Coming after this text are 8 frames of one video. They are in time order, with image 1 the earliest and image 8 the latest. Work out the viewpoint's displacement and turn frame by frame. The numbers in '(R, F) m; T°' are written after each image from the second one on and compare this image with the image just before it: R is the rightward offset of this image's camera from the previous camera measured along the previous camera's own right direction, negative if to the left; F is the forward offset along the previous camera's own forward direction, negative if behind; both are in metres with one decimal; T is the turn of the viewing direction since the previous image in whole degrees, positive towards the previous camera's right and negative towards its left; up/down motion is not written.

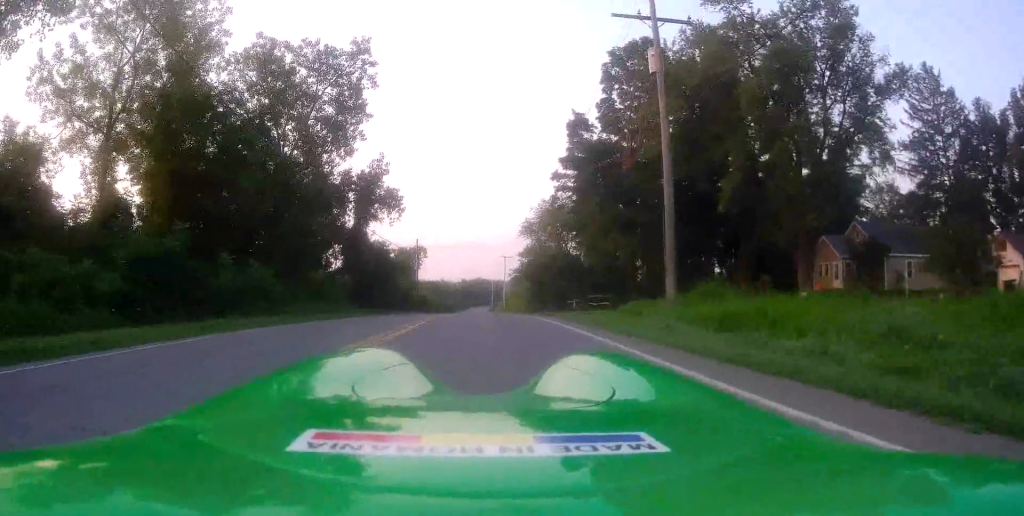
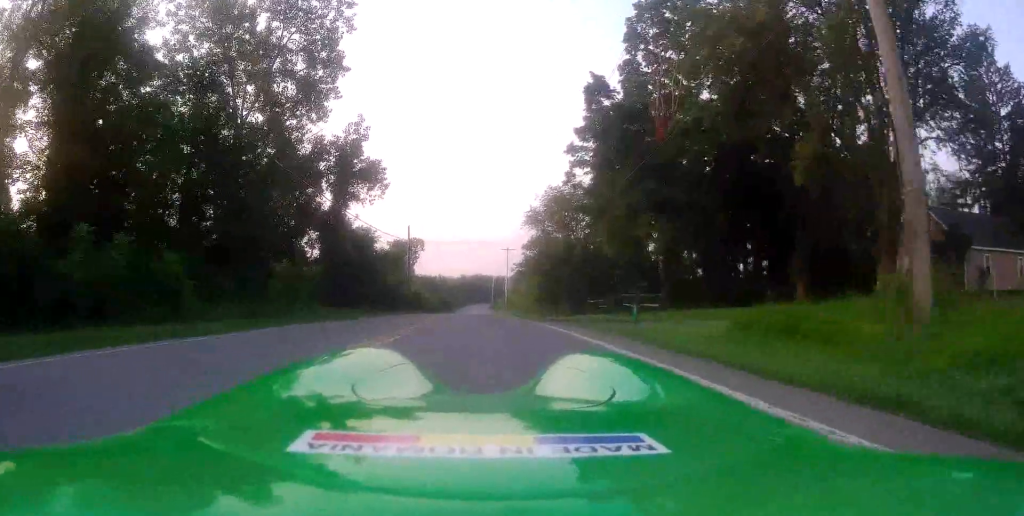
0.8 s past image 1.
(+0.3, +9.7) m; 0°
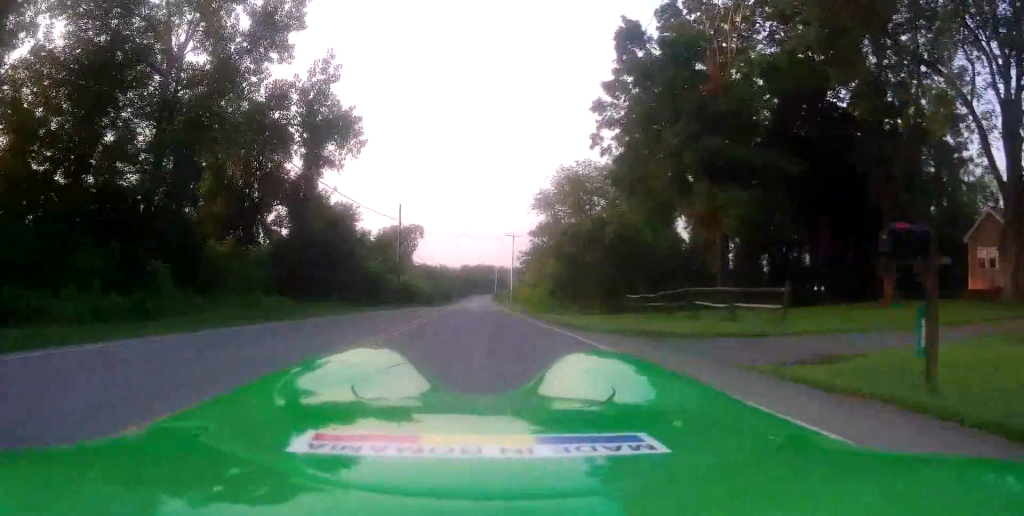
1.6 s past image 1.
(-0.2, +9.7) m; -1°
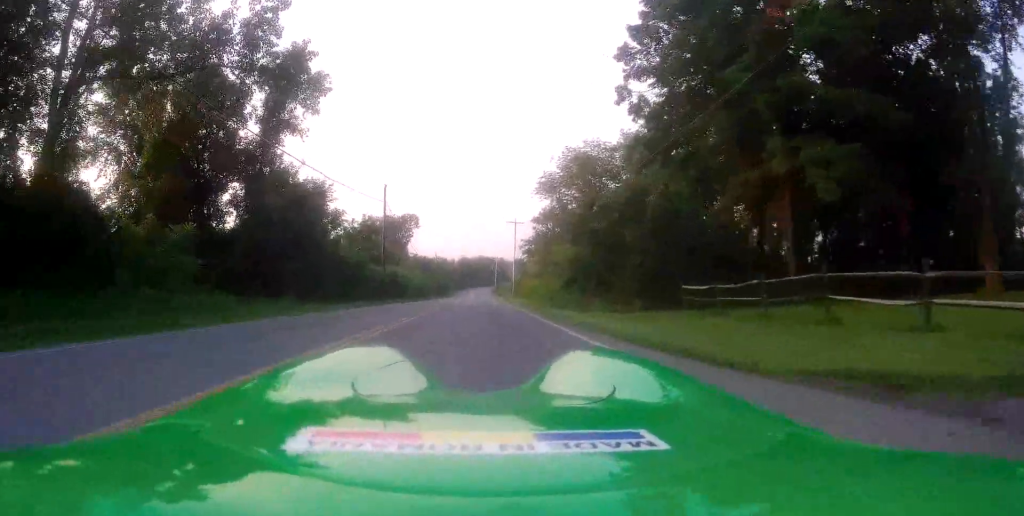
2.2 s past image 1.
(-0.1, +8.3) m; -1°
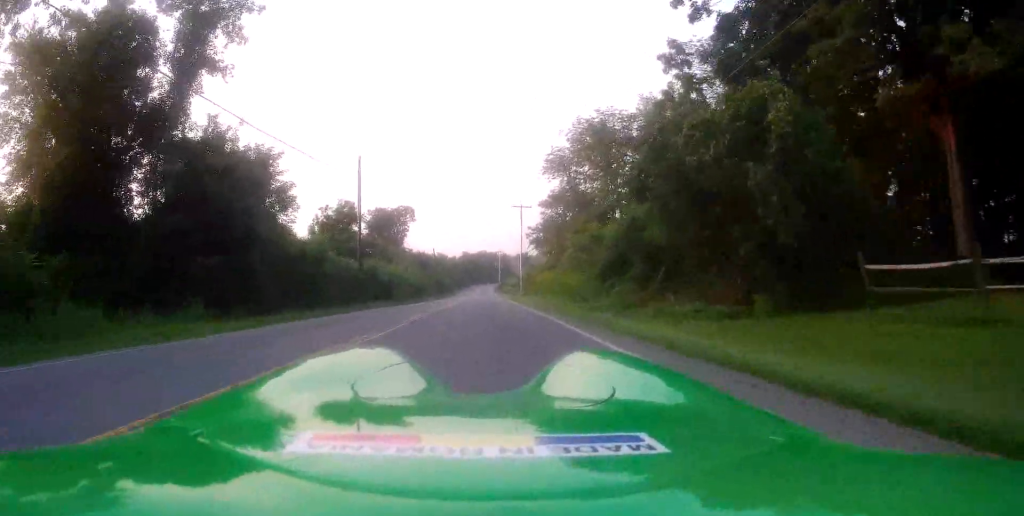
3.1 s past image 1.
(0.0, +10.6) m; -1°
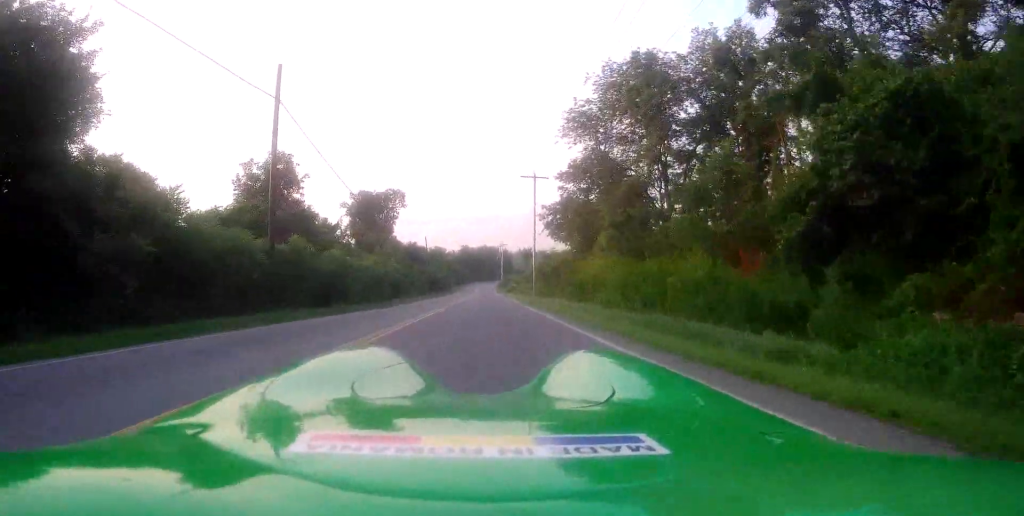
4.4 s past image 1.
(-0.2, +17.6) m; 0°
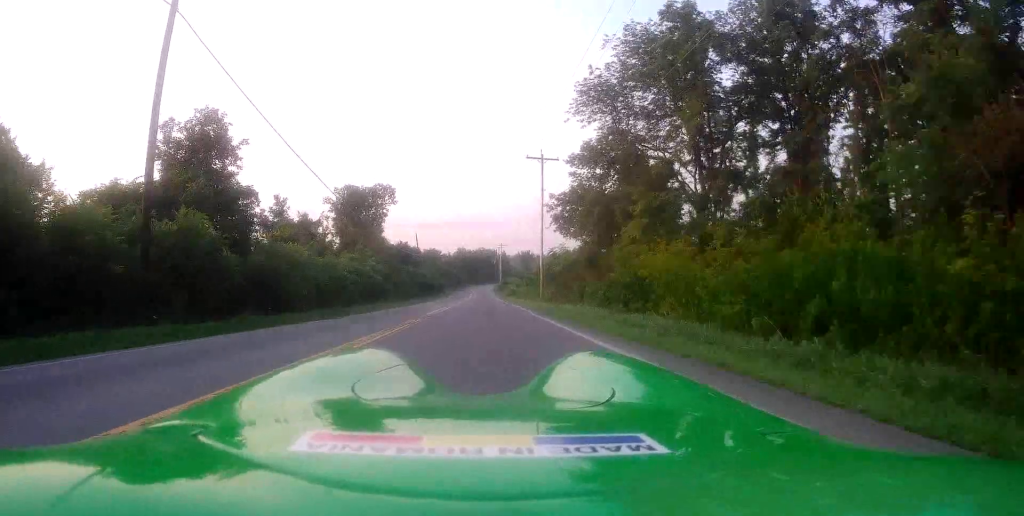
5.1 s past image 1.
(+0.1, +9.6) m; 0°
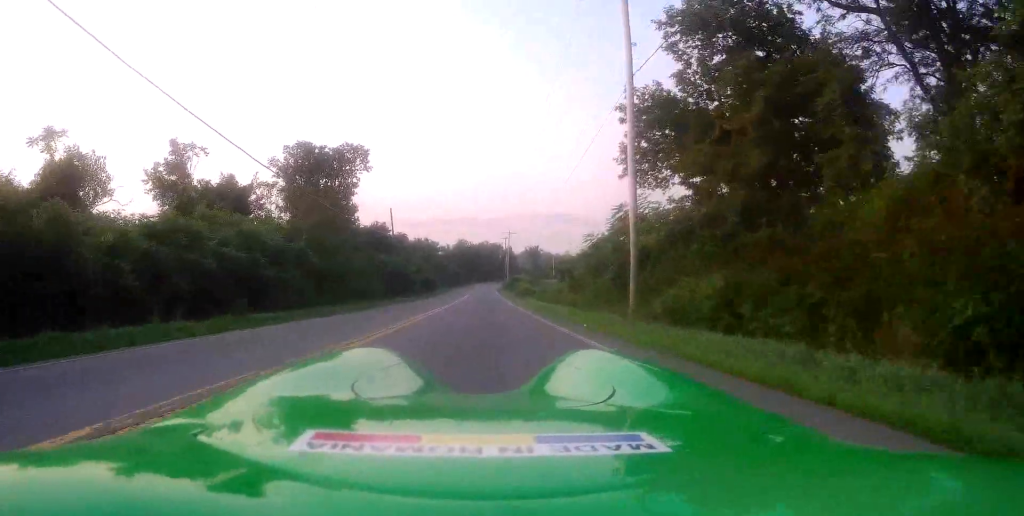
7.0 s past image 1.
(+0.4, +26.9) m; 0°
